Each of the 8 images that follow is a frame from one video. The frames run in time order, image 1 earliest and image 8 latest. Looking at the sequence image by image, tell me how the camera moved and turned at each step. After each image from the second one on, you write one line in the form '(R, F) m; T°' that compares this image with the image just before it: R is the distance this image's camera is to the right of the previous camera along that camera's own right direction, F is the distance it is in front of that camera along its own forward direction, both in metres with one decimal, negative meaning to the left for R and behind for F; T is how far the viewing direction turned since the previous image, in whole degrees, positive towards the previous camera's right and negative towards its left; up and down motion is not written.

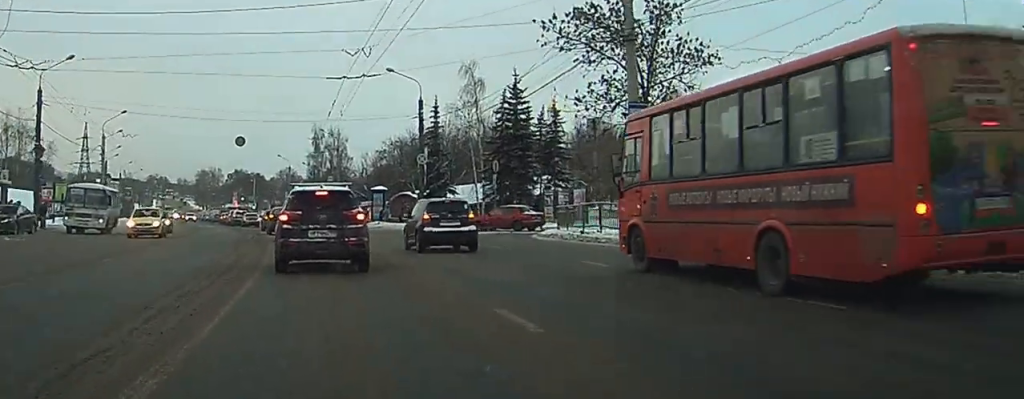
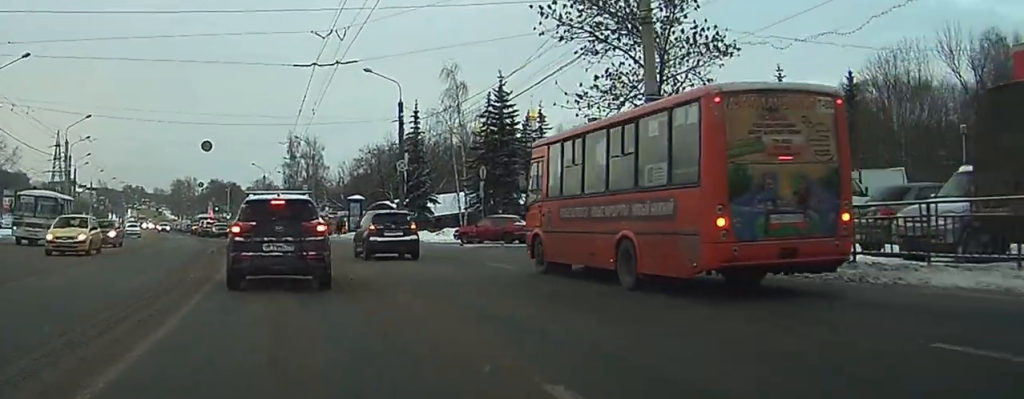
(+0.1, +5.0) m; +1°
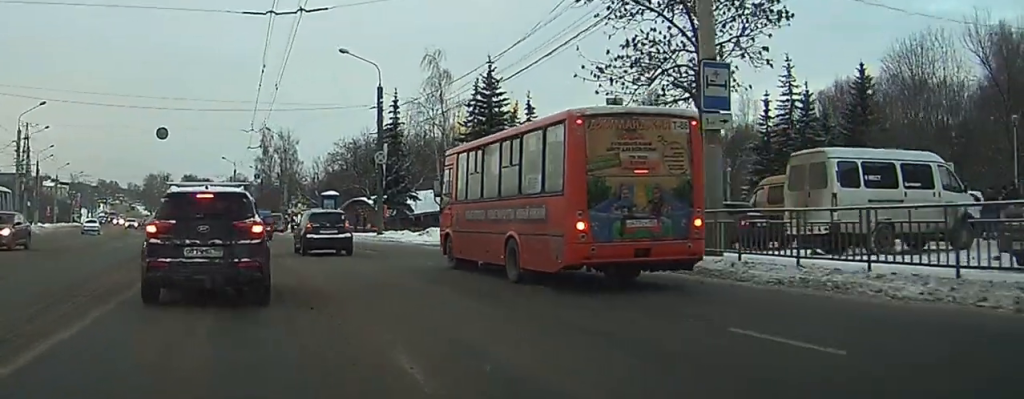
(0.0, +6.2) m; +2°
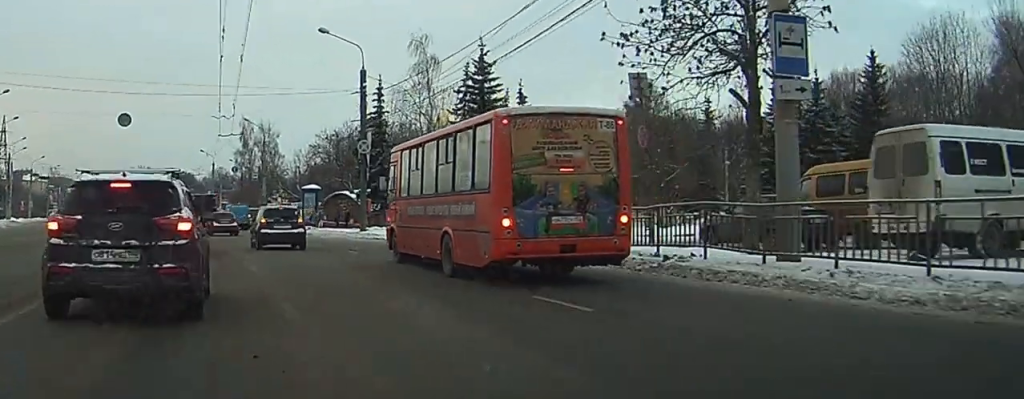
(0.0, +4.2) m; +1°
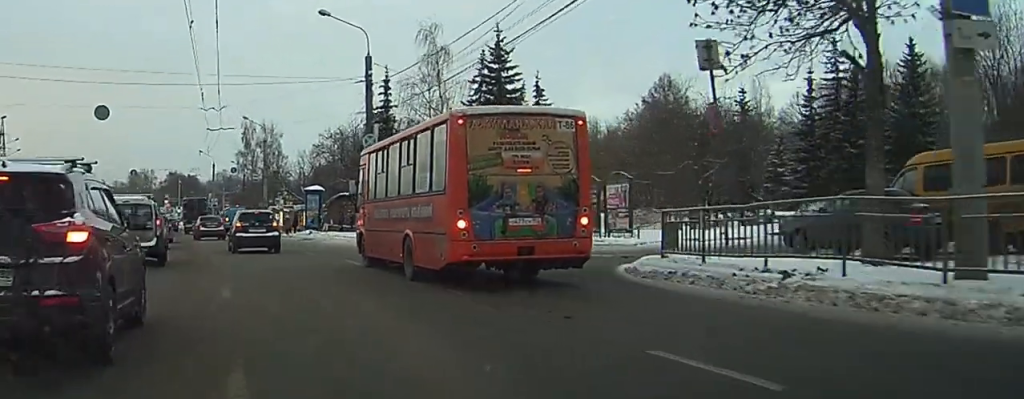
(+0.2, +4.5) m; +1°
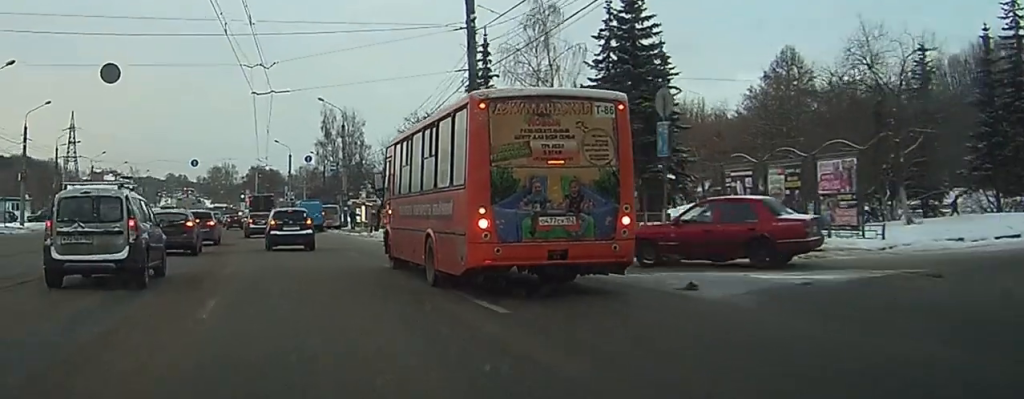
(0.0, +10.0) m; -1°
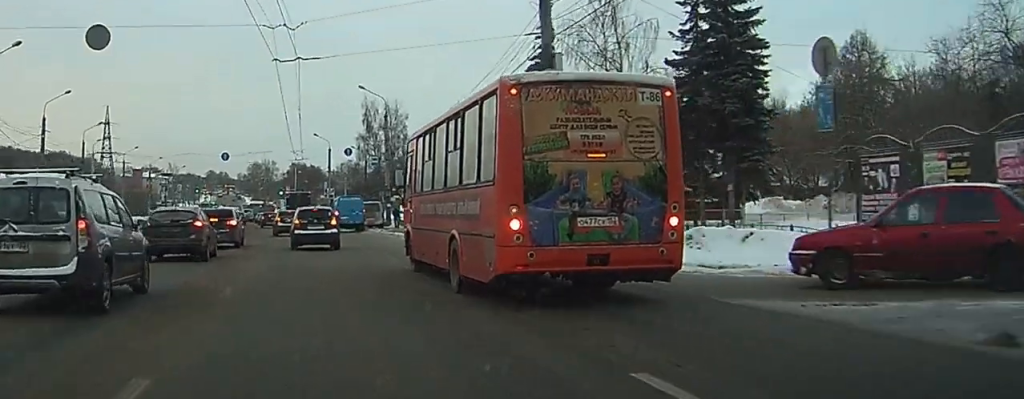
(-0.1, +5.4) m; -1°
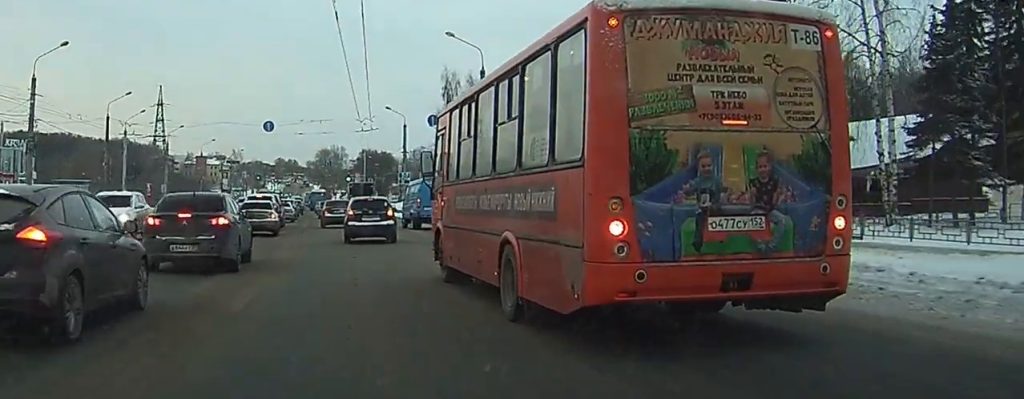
(-0.6, +16.8) m; -9°
